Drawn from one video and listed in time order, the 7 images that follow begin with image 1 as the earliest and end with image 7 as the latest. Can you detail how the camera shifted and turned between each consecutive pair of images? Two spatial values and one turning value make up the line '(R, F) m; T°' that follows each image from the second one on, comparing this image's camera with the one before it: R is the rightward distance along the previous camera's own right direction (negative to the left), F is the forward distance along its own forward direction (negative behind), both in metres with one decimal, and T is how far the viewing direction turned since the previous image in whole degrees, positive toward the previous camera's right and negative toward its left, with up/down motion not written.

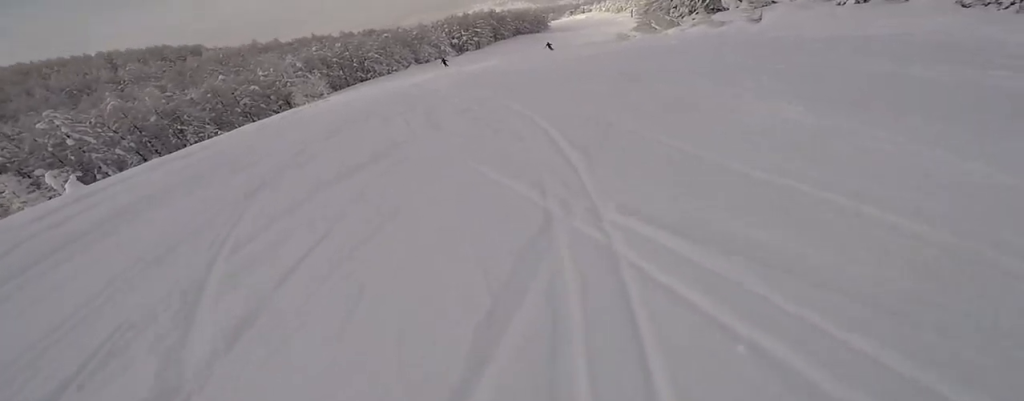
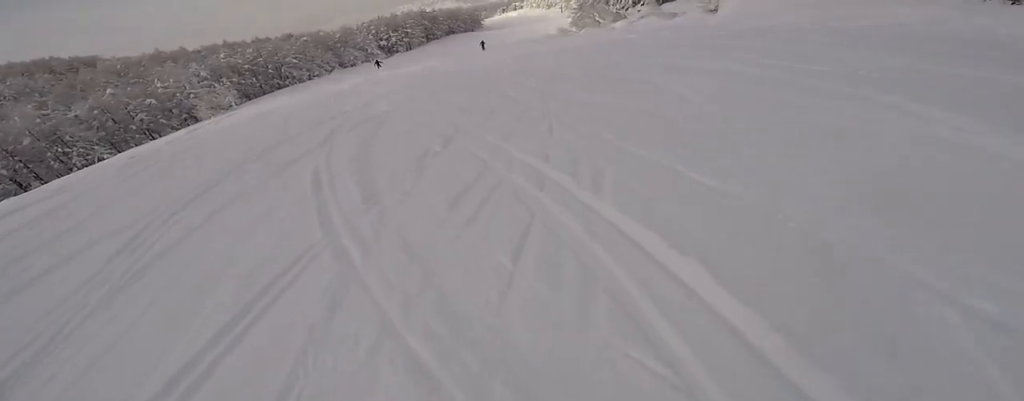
(+0.7, +4.3) m; +1°
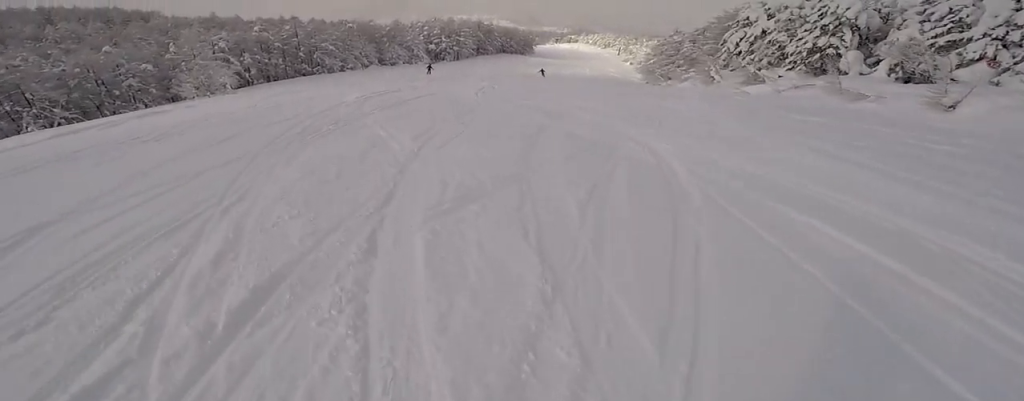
(-0.5, +12.4) m; +4°
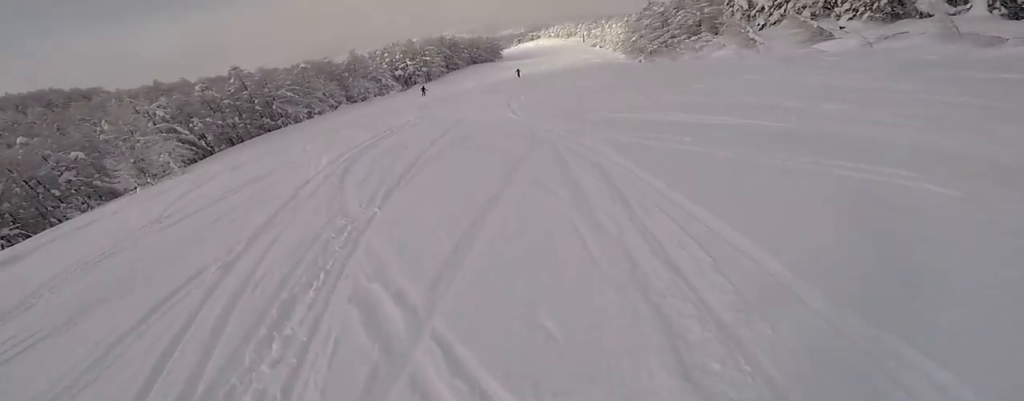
(+0.9, +8.0) m; +7°
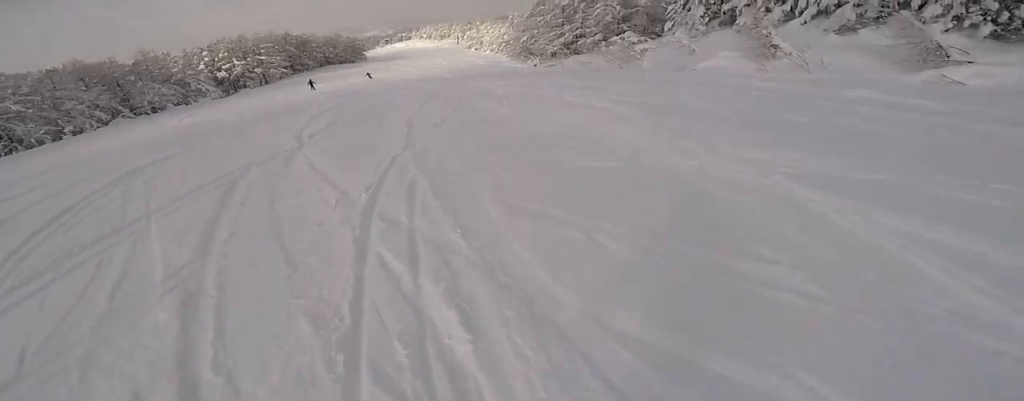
(+1.8, +15.5) m; +13°
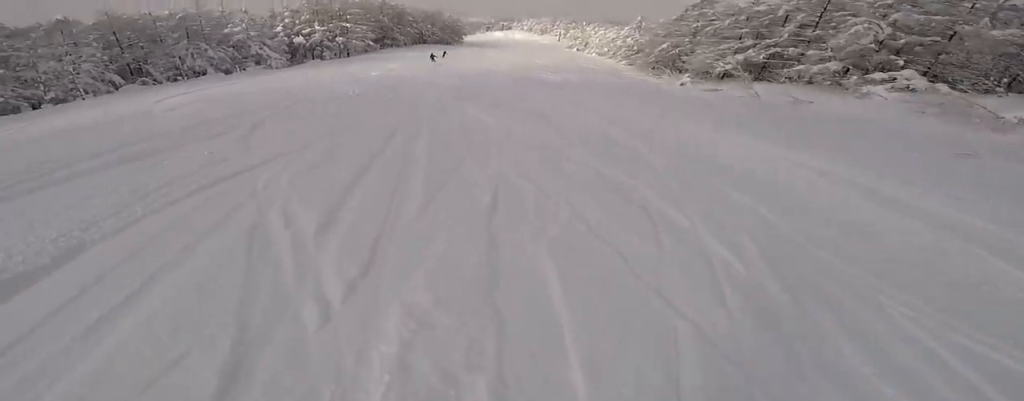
(+0.6, +16.3) m; -5°
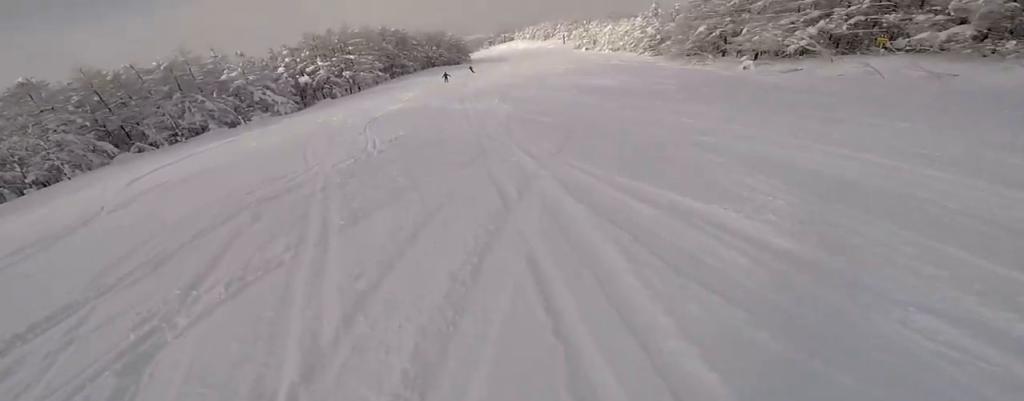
(-0.9, +7.0) m; 0°
